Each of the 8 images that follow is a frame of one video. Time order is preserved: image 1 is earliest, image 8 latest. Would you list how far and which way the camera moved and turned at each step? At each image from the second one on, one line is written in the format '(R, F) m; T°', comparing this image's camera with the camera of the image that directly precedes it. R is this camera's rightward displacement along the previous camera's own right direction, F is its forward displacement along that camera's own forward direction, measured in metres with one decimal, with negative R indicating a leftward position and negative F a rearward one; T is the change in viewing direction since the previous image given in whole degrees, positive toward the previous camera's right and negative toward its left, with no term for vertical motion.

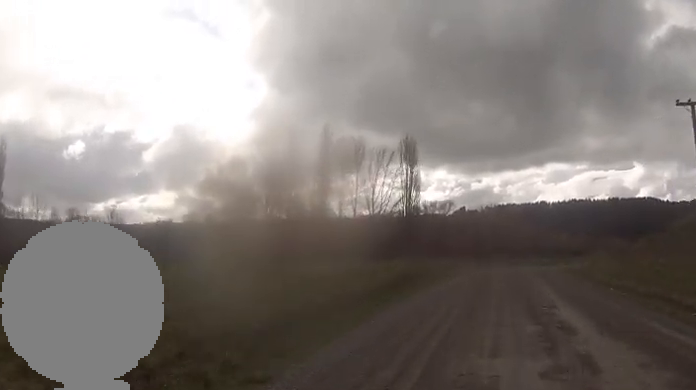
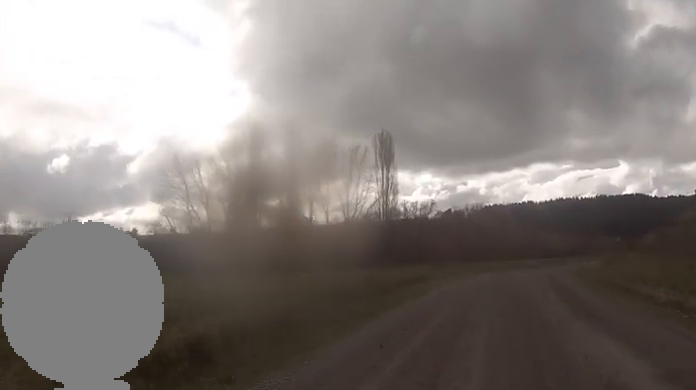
(-0.7, +12.6) m; 0°
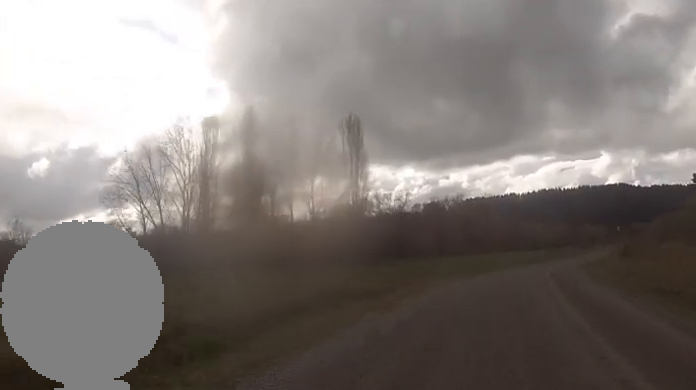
(+0.4, +12.3) m; 0°
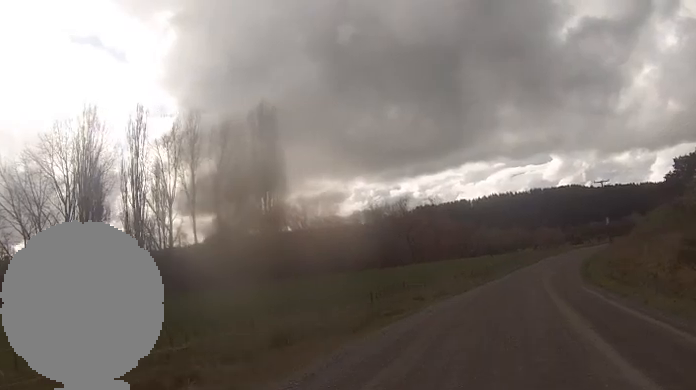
(-0.2, +21.5) m; -3°
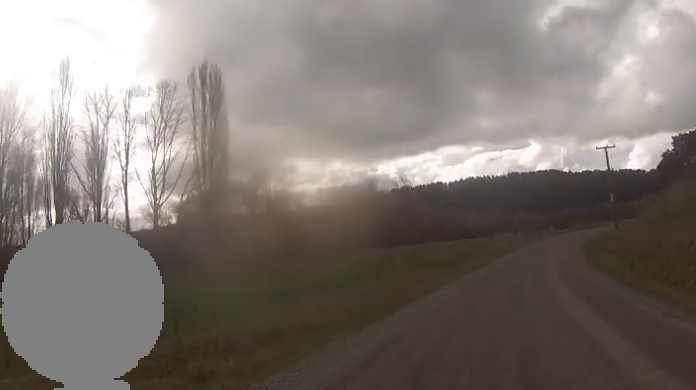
(-0.3, +12.3) m; 0°
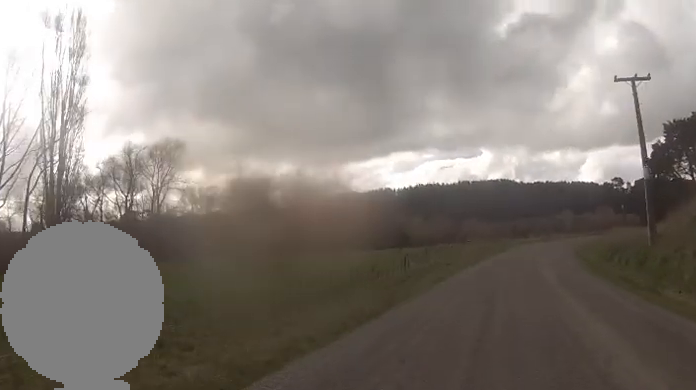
(+0.9, +22.0) m; +5°
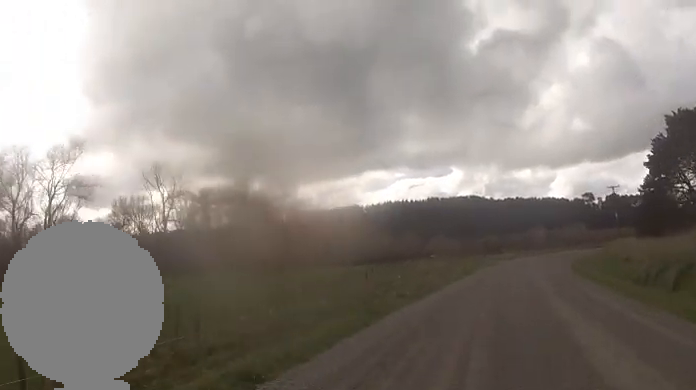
(+0.4, +15.6) m; +6°
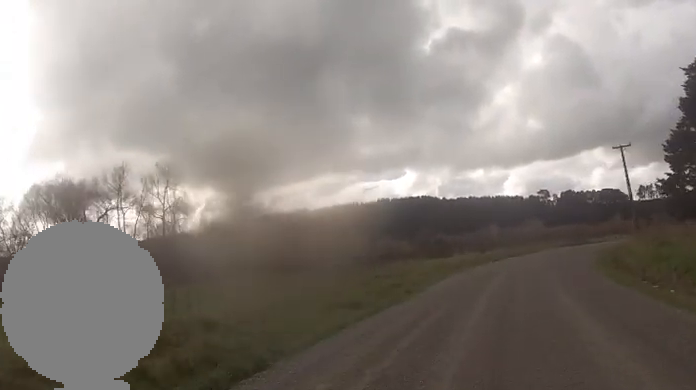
(+3.3, +26.5) m; +12°
